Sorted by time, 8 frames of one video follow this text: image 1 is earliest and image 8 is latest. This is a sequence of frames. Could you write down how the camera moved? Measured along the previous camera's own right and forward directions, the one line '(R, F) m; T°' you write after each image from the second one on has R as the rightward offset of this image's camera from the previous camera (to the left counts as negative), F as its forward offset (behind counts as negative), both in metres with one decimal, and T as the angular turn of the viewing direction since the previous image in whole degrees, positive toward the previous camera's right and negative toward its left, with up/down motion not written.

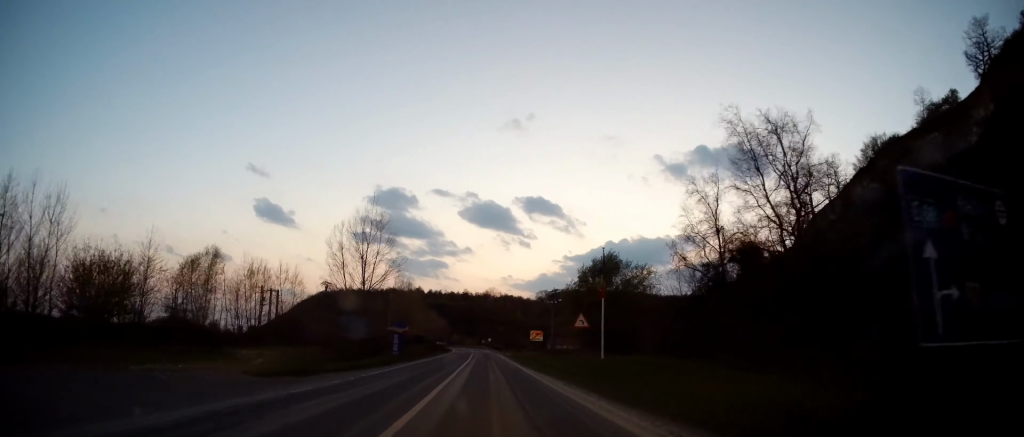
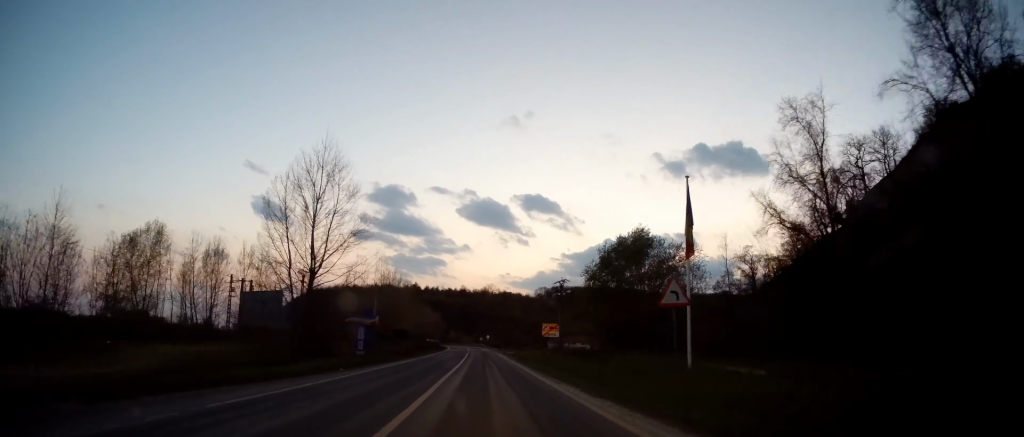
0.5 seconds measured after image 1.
(0.0, +12.4) m; 0°
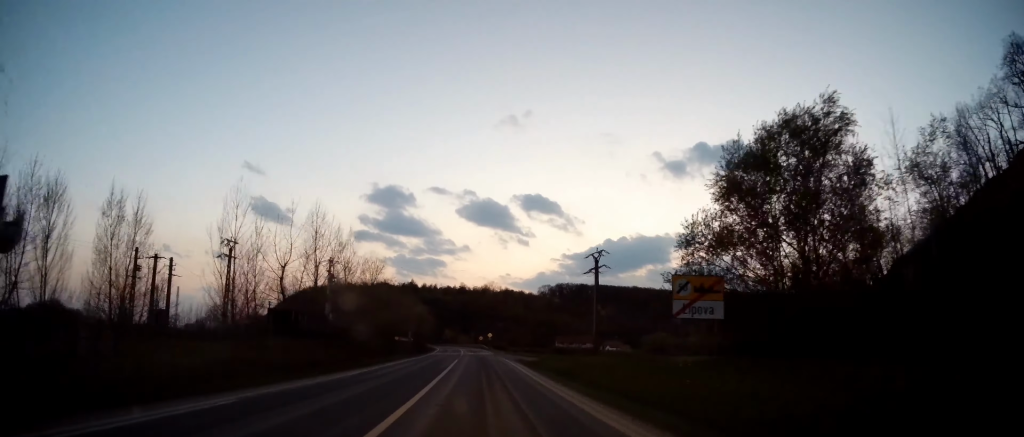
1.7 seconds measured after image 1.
(0.0, +27.7) m; 0°
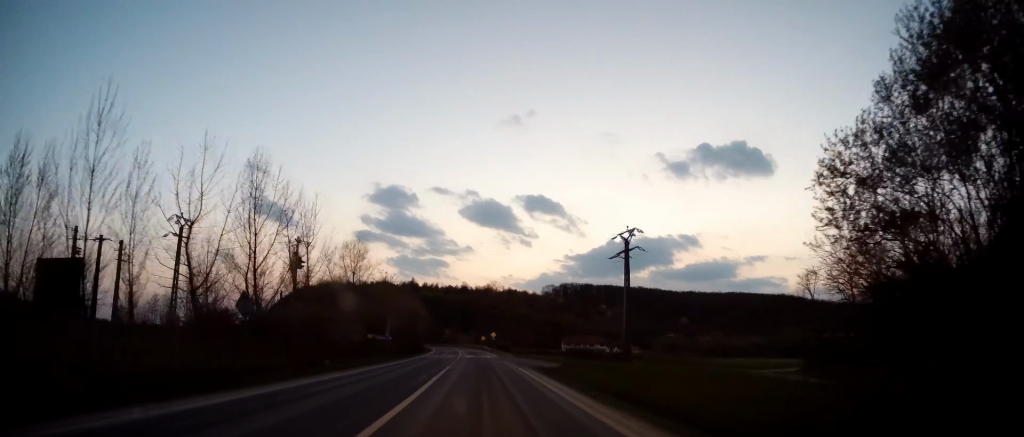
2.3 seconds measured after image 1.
(0.0, +12.2) m; 0°
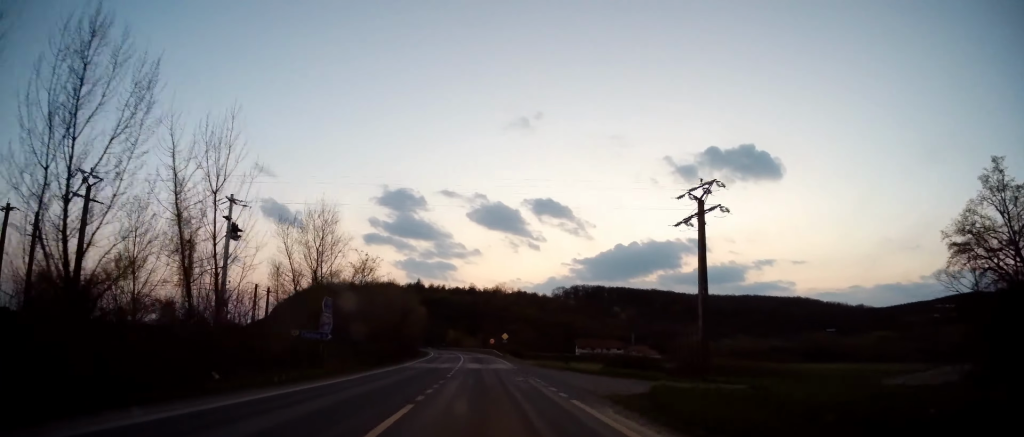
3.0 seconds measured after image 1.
(0.0, +16.0) m; -1°
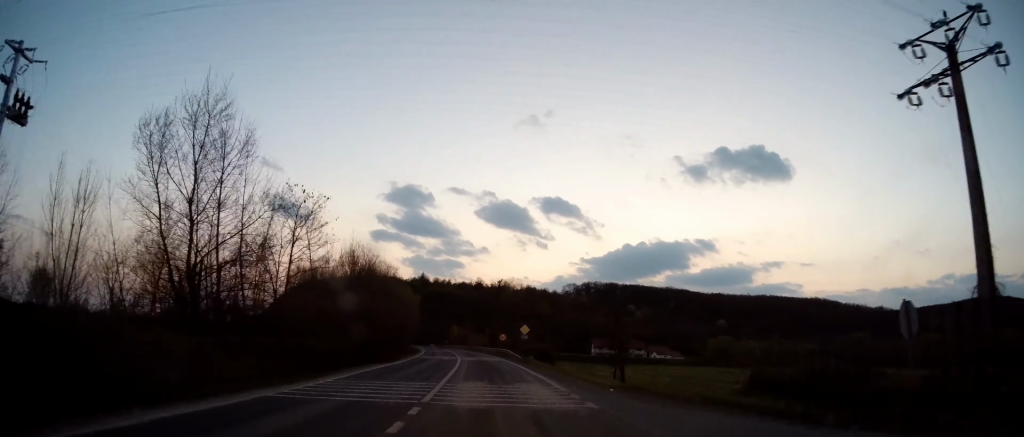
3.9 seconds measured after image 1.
(-0.3, +21.2) m; -1°
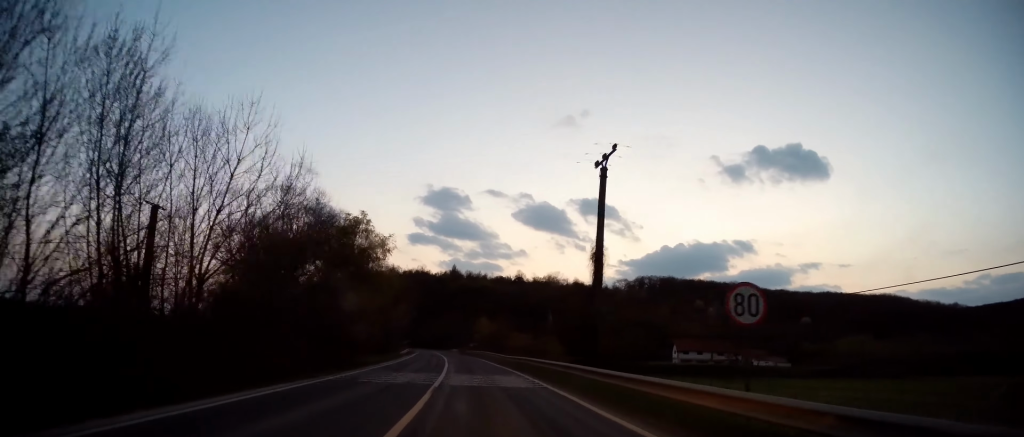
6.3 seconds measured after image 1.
(-0.3, +54.7) m; -4°
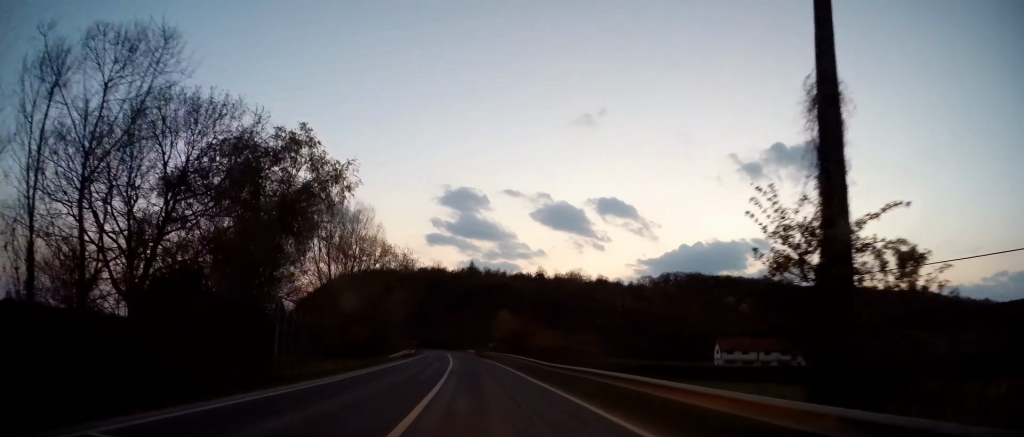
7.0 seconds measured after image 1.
(-0.7, +16.9) m; -2°
